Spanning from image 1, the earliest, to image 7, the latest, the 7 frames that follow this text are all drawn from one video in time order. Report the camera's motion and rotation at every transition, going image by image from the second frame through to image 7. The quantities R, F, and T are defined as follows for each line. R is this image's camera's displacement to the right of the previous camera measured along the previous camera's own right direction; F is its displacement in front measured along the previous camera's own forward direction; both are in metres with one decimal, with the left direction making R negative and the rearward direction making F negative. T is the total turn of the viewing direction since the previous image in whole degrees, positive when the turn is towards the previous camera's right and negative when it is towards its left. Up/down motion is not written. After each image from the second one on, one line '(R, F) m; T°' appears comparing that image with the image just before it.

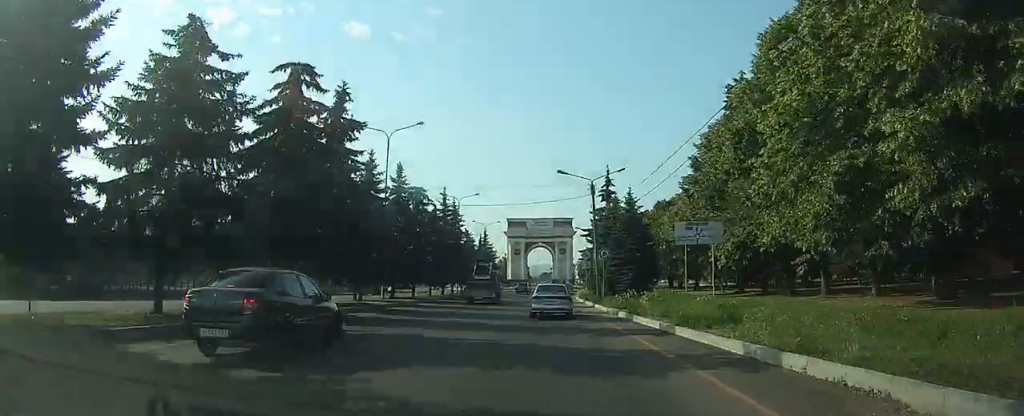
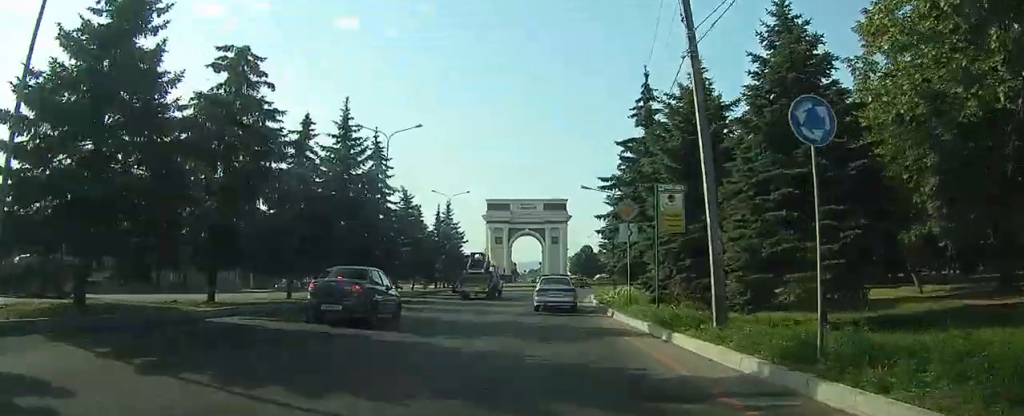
(-0.5, +30.2) m; -1°
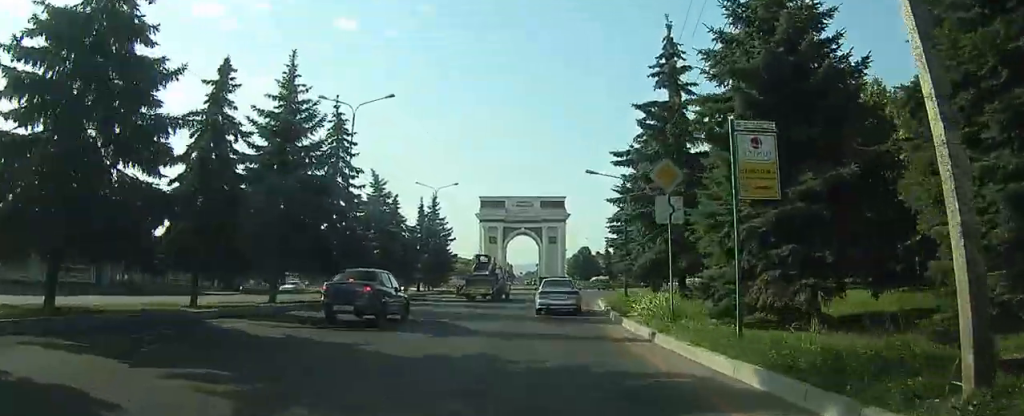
(0.0, +7.6) m; +1°
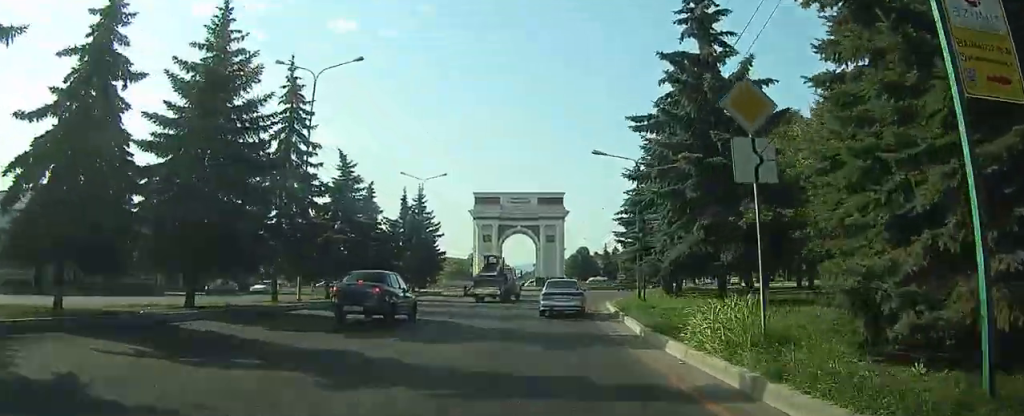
(0.0, +6.3) m; +1°
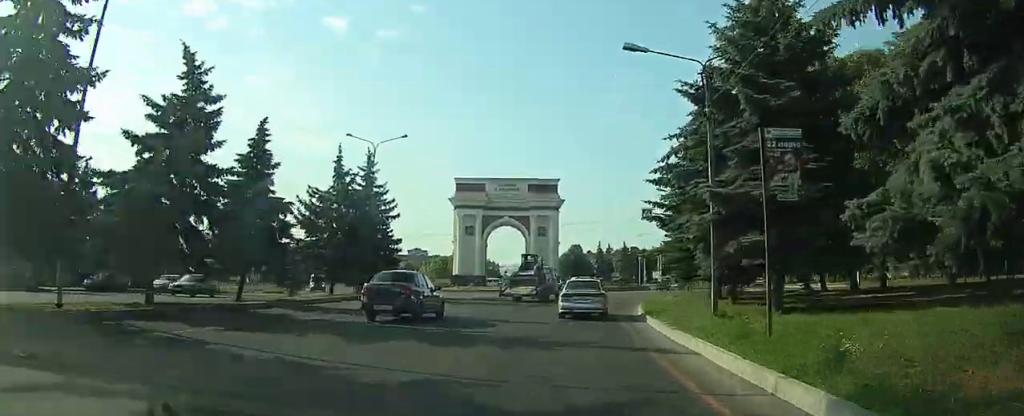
(+0.3, +15.5) m; +2°
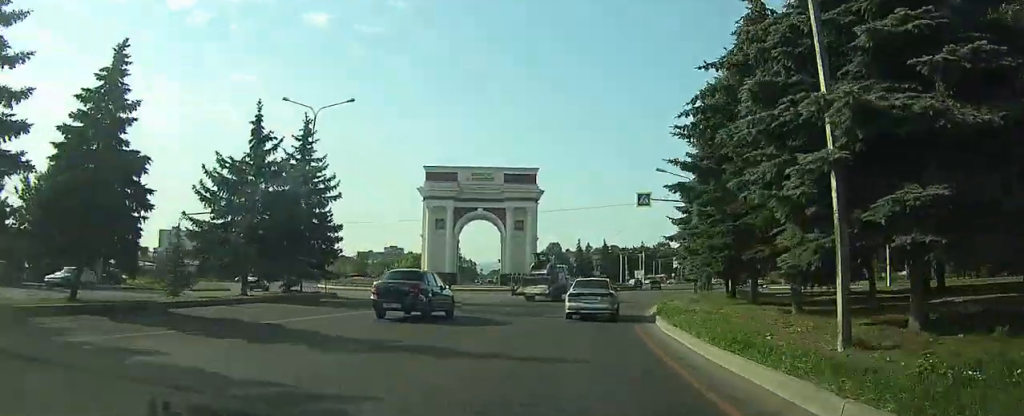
(+0.1, +8.7) m; +1°
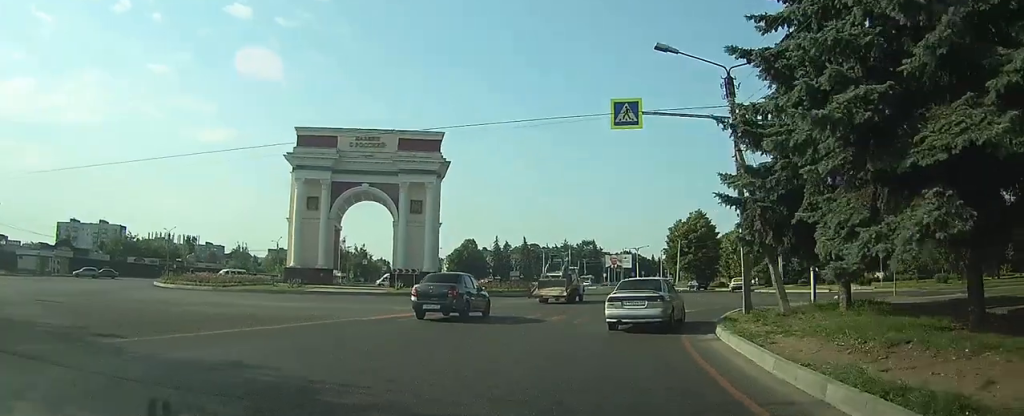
(+1.0, +22.9) m; +7°
